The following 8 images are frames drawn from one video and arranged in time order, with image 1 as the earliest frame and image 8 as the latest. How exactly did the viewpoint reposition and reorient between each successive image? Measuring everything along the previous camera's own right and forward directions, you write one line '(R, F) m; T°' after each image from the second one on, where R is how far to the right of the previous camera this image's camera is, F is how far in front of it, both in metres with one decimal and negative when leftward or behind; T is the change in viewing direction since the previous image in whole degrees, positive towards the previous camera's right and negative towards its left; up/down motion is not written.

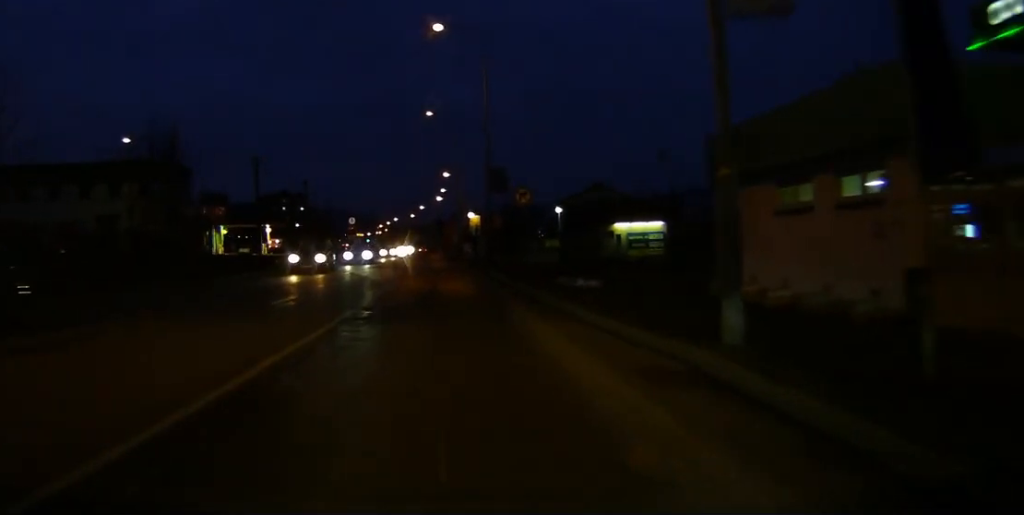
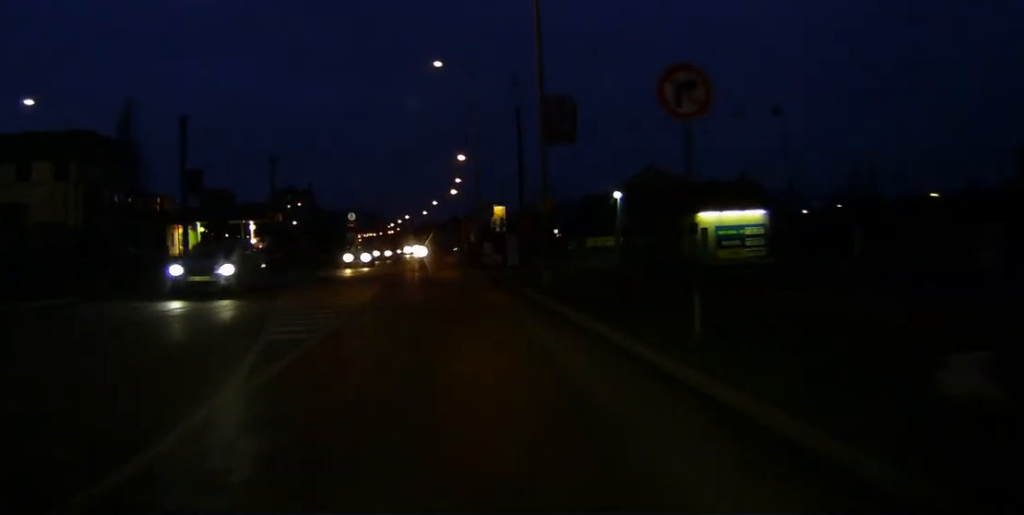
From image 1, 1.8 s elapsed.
(-0.1, +23.0) m; 0°
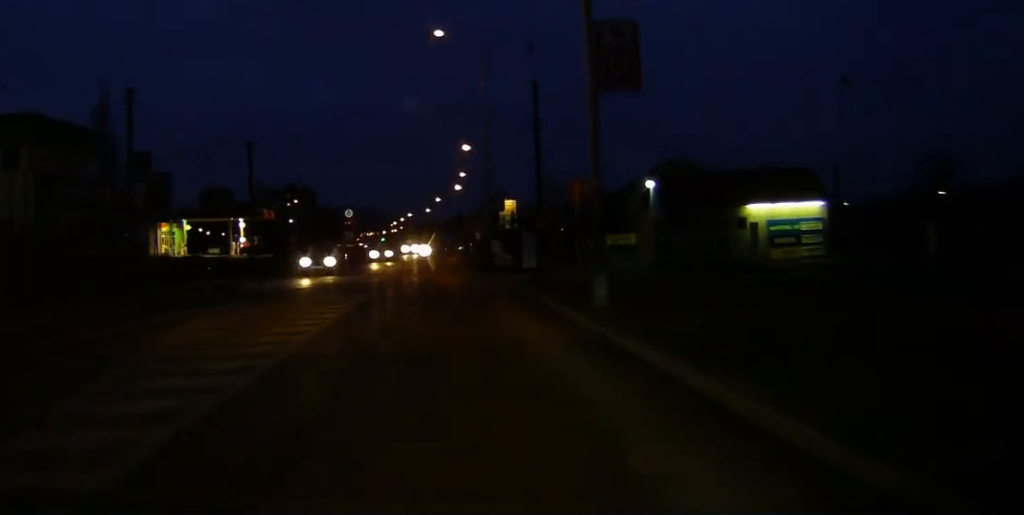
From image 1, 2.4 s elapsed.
(0.0, +8.4) m; 0°
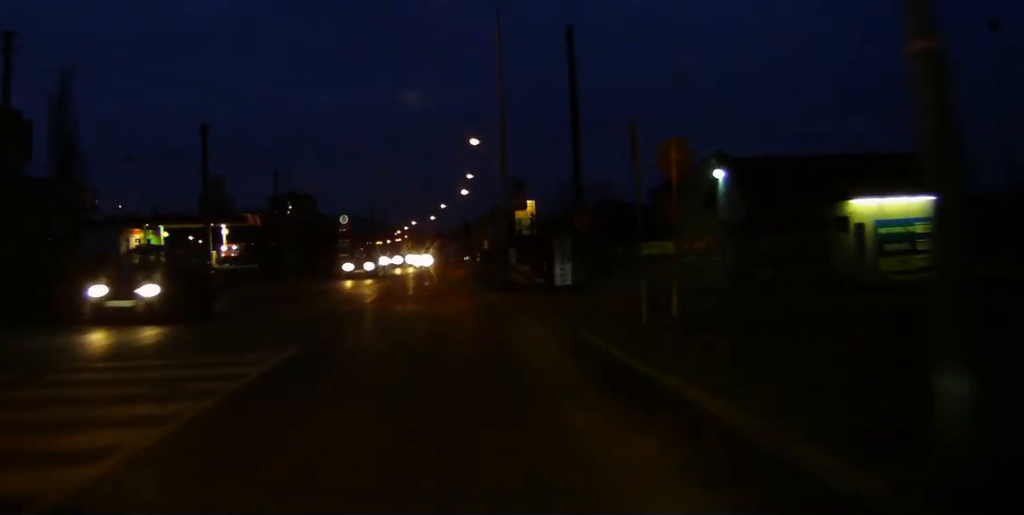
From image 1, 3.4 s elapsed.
(0.0, +12.5) m; -1°
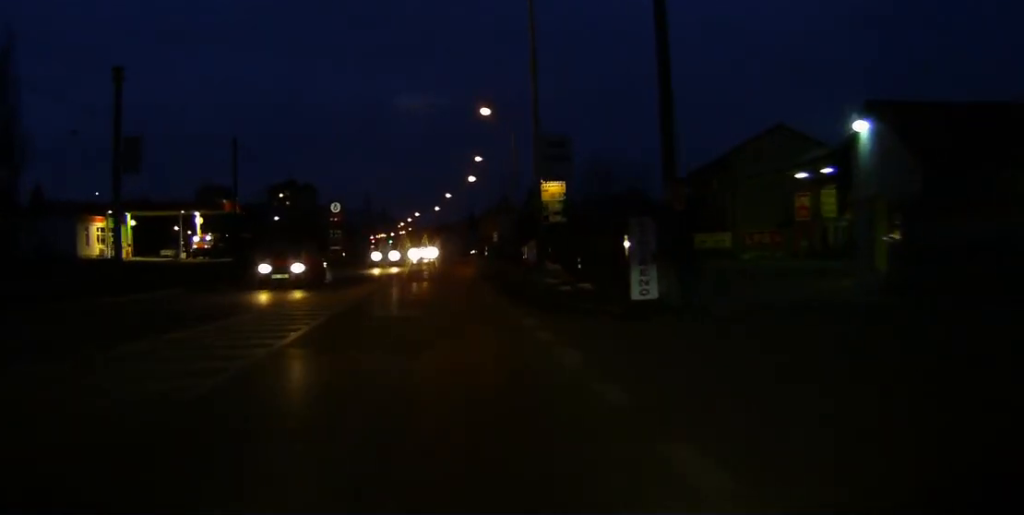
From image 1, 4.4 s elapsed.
(-0.2, +13.4) m; 0°
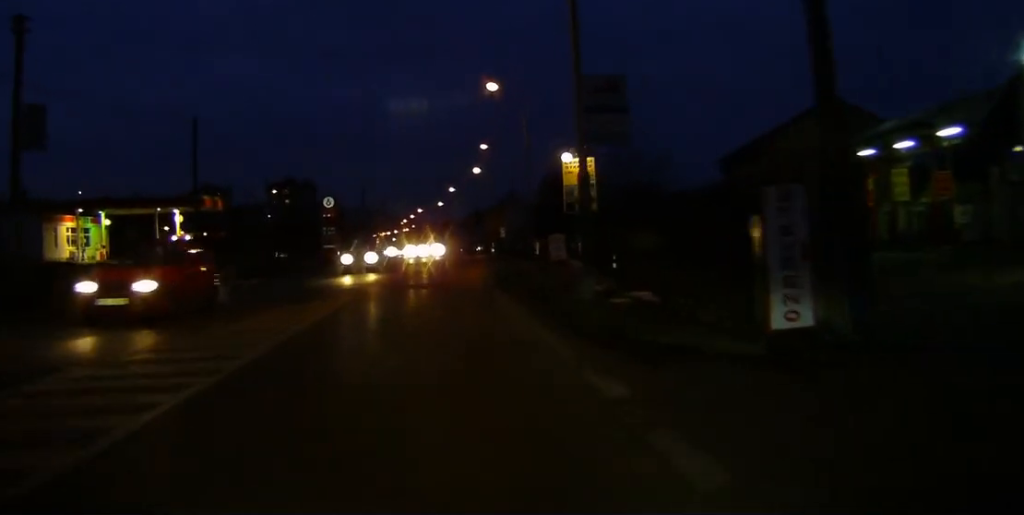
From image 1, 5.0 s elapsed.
(0.0, +8.2) m; +1°
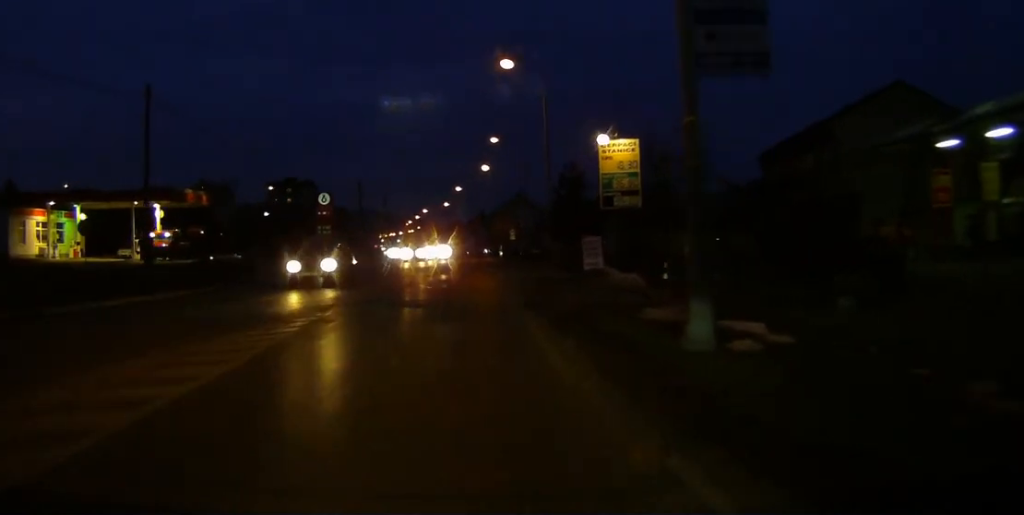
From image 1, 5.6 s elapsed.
(+0.1, +7.6) m; 0°
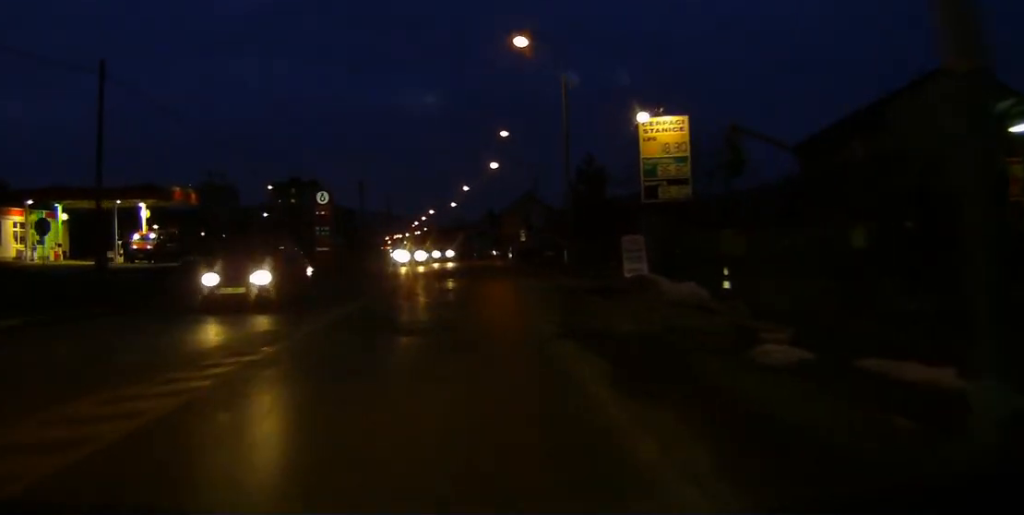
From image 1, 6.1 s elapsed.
(+0.1, +5.6) m; 0°
